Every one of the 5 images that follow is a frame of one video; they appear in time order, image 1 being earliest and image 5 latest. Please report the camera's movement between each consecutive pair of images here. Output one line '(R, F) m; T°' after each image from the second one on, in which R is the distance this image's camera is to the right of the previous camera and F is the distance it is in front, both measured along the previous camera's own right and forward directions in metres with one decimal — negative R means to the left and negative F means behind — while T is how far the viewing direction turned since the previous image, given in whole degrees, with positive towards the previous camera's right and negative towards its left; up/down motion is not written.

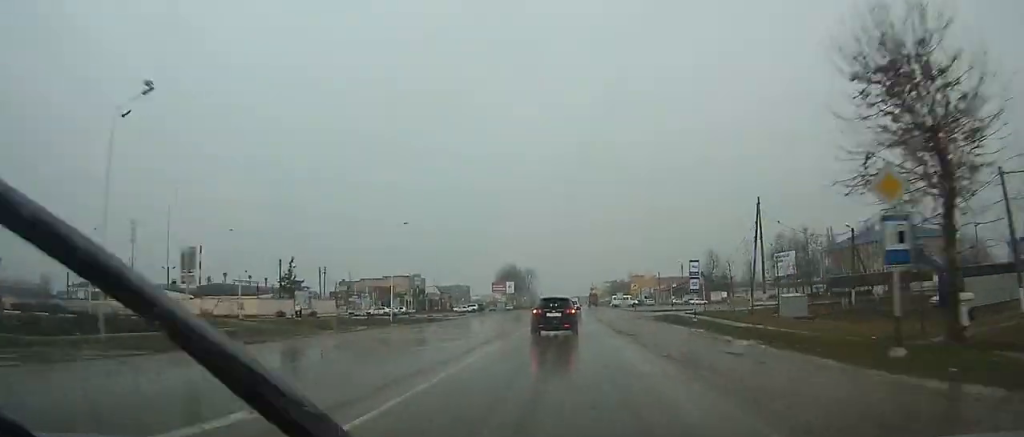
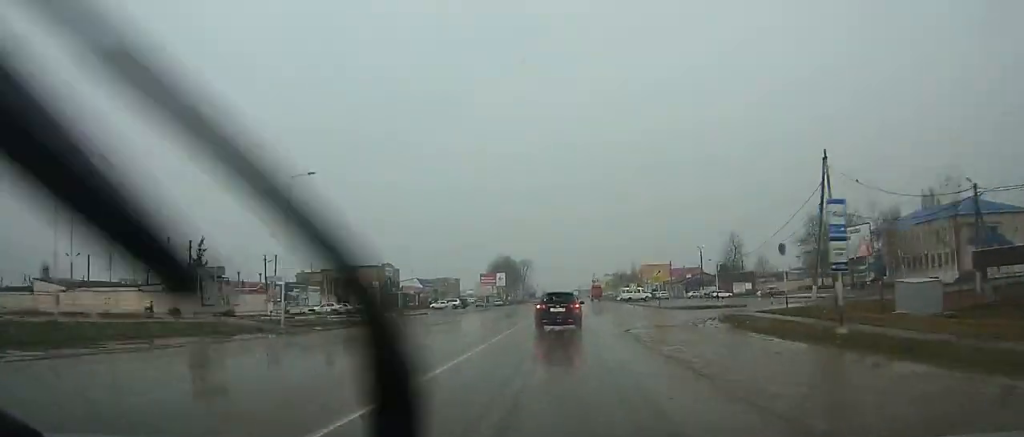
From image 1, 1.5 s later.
(-0.1, +21.2) m; 0°
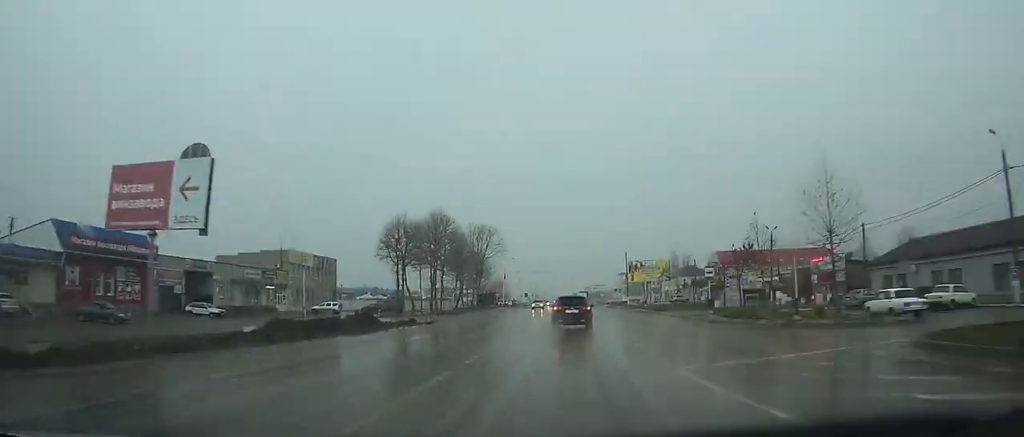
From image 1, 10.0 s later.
(-0.5, +121.6) m; 0°
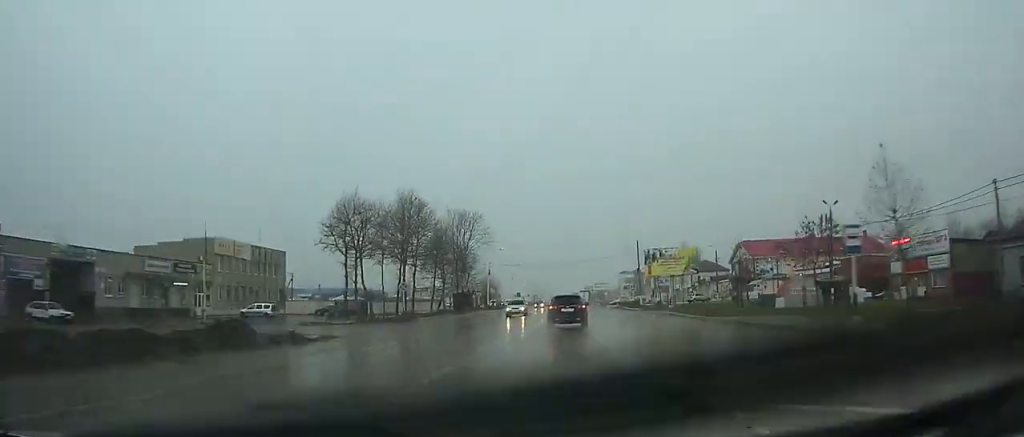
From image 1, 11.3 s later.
(0.0, +18.9) m; 0°
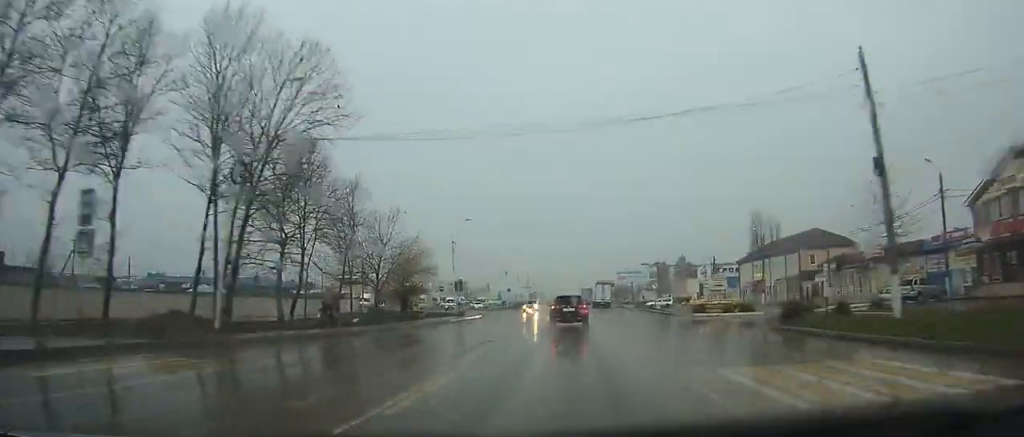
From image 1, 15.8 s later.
(0.0, +66.5) m; 0°
